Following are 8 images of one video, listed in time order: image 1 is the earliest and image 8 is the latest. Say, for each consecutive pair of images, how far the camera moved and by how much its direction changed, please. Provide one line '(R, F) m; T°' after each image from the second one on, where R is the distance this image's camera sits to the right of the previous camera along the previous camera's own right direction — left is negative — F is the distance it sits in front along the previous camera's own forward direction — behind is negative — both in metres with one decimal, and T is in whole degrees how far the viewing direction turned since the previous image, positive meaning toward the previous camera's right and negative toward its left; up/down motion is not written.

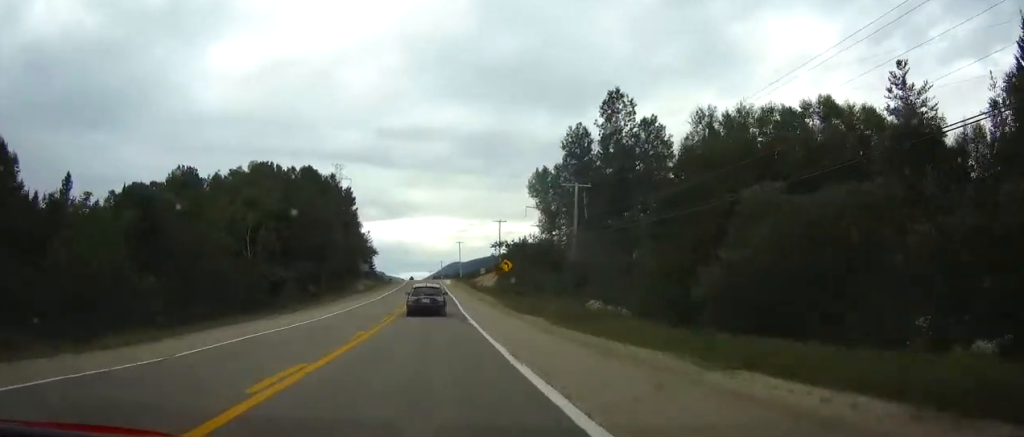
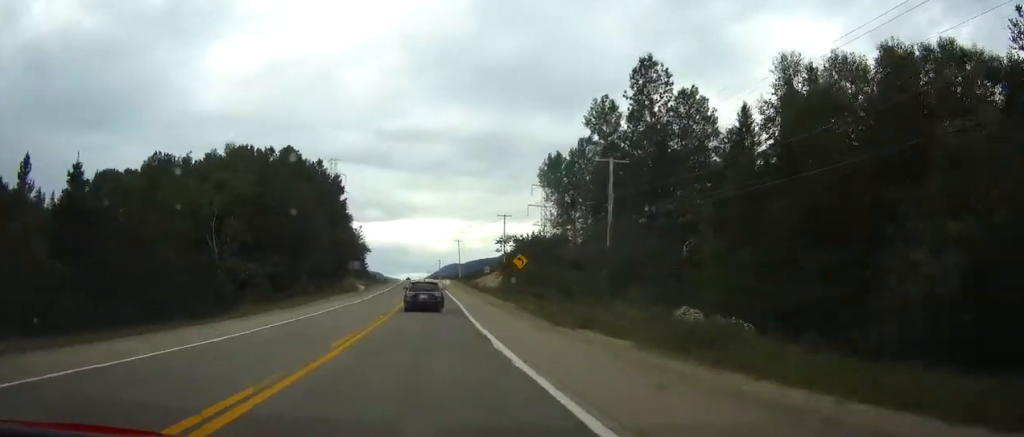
(0.0, +11.9) m; 0°
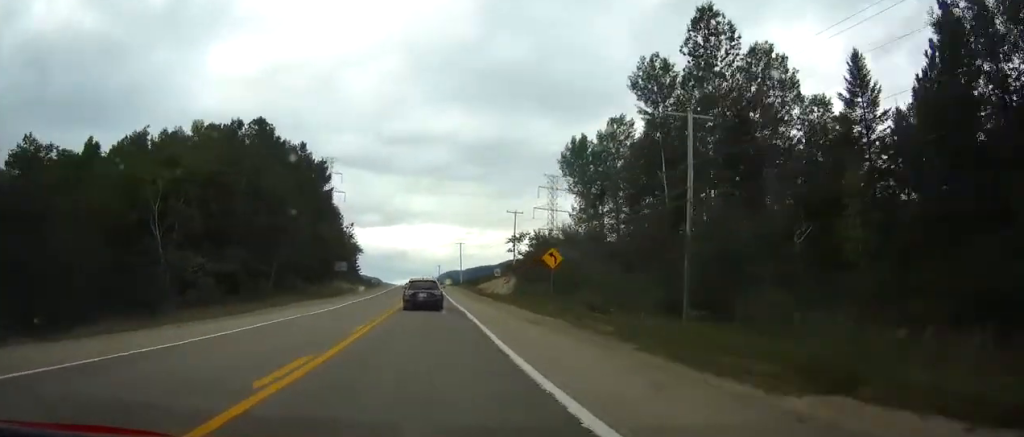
(-0.1, +14.5) m; 0°
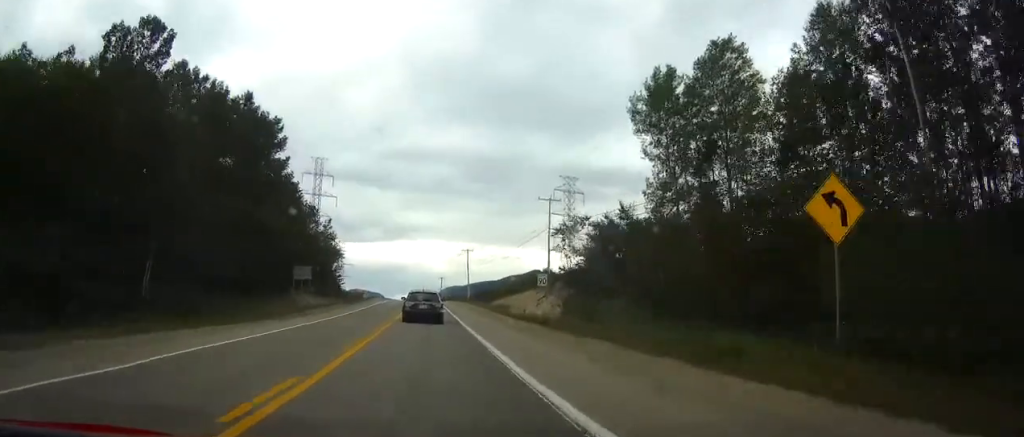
(-0.1, +28.2) m; 0°
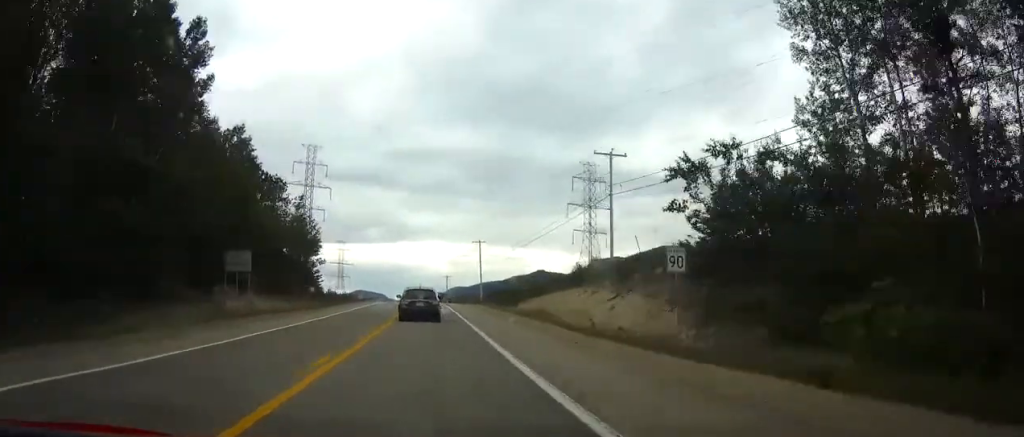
(0.0, +23.0) m; 0°
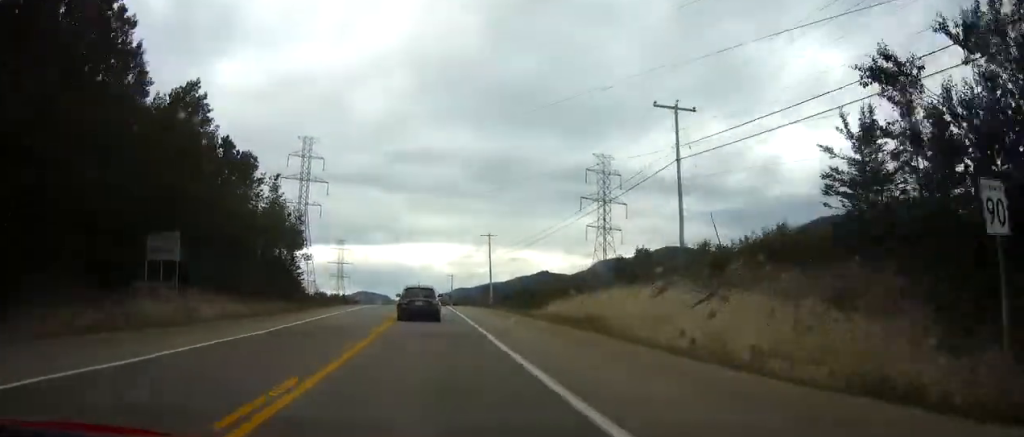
(0.0, +12.8) m; 0°
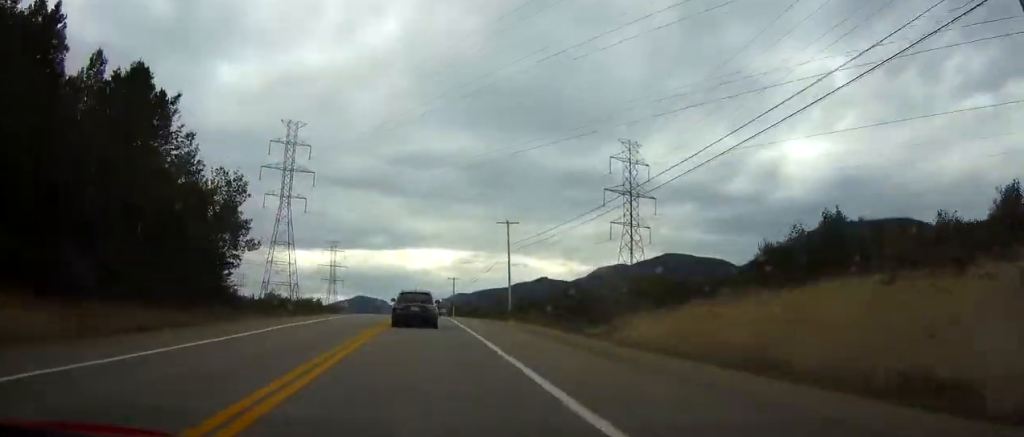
(0.0, +24.7) m; 0°
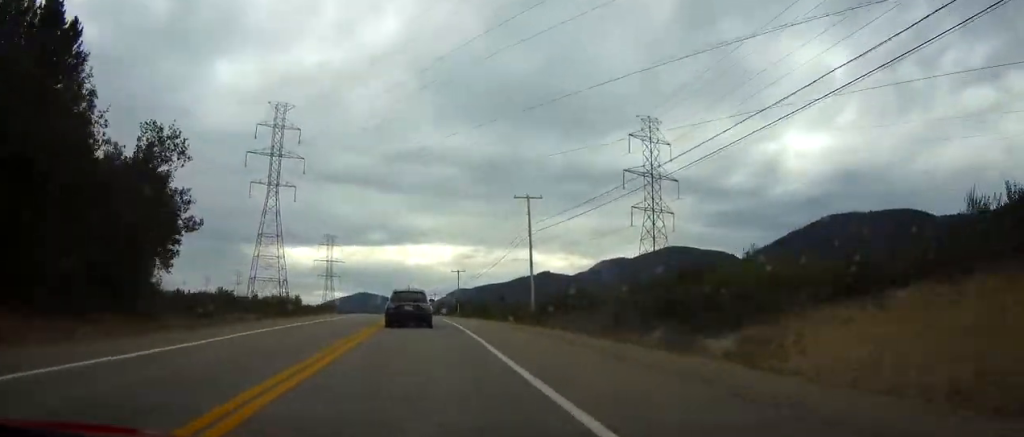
(-0.1, +15.2) m; 0°
